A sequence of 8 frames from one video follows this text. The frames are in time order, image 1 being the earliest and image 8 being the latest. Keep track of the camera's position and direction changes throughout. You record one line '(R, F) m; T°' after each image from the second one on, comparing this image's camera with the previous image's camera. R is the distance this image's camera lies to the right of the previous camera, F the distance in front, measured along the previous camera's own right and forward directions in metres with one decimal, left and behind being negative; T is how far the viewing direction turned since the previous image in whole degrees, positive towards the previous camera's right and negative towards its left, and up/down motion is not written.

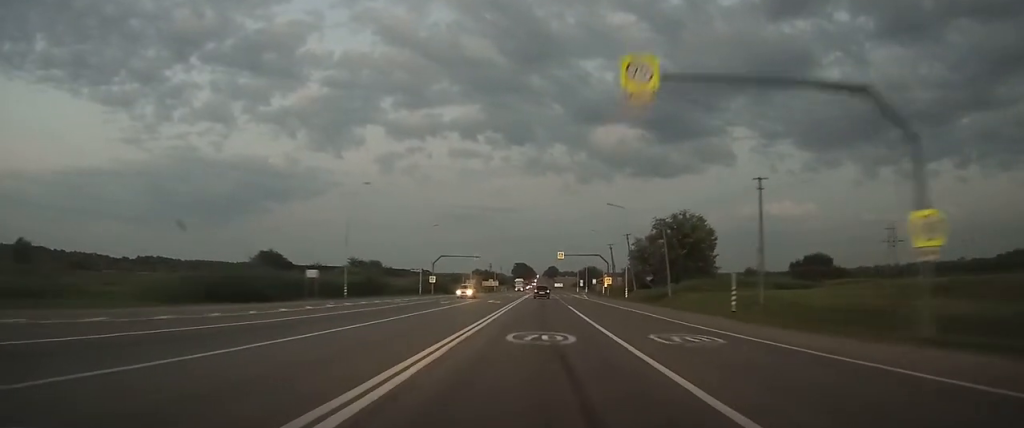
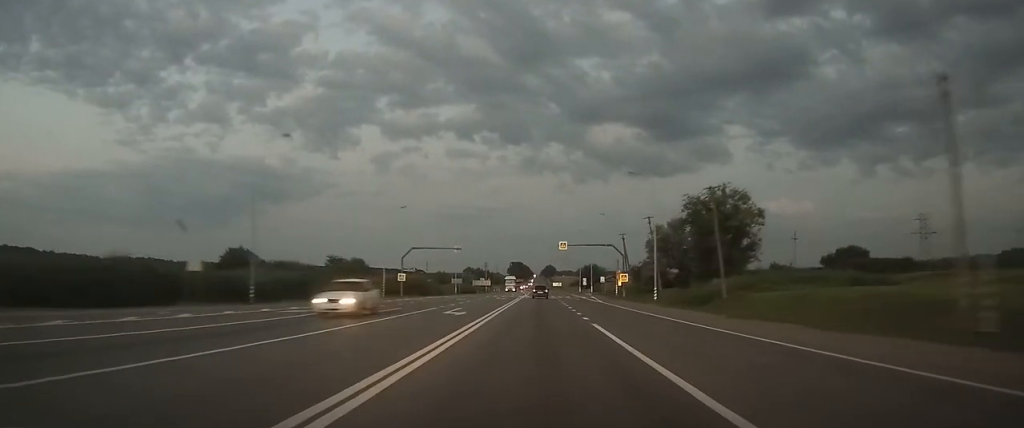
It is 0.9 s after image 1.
(0.0, +19.6) m; 0°
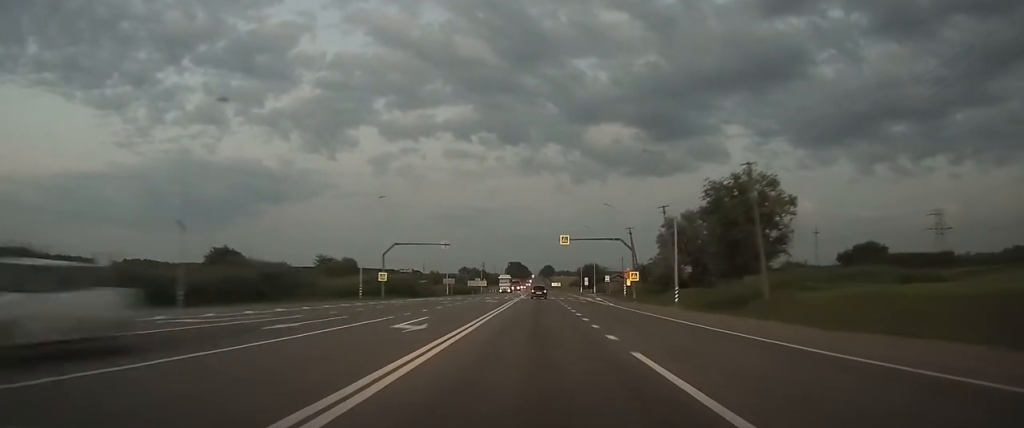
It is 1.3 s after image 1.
(0.0, +8.7) m; 0°
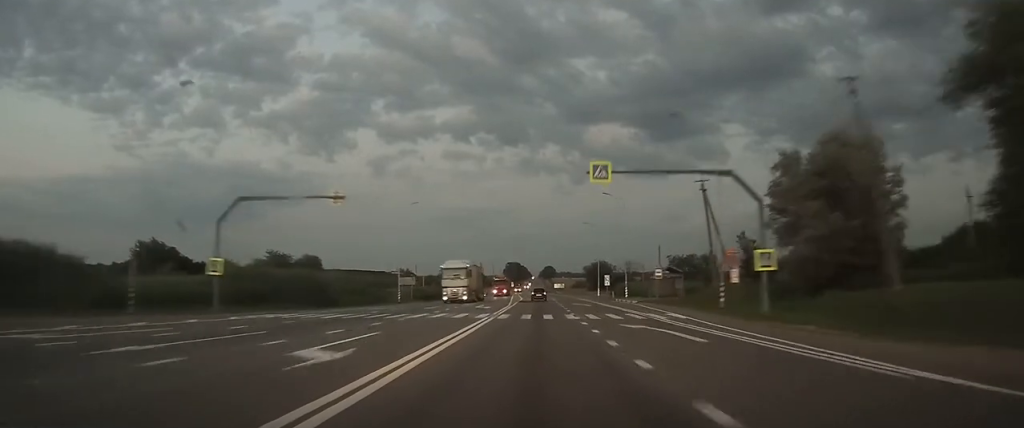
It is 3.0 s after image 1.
(+0.1, +36.8) m; 0°
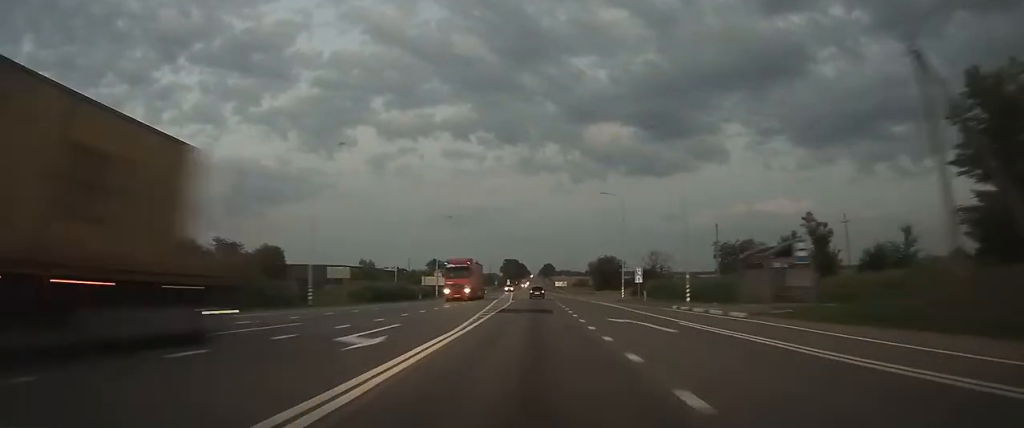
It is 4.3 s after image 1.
(+0.1, +27.2) m; 0°
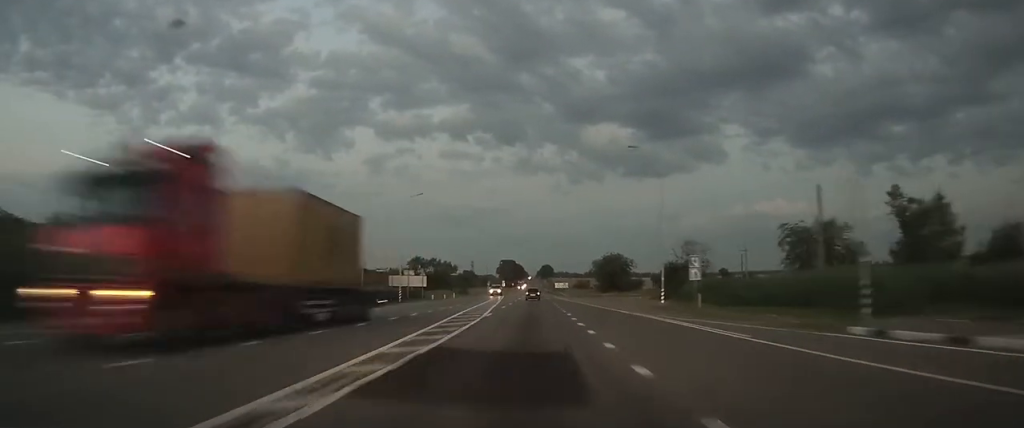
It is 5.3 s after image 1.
(0.0, +21.5) m; 0°
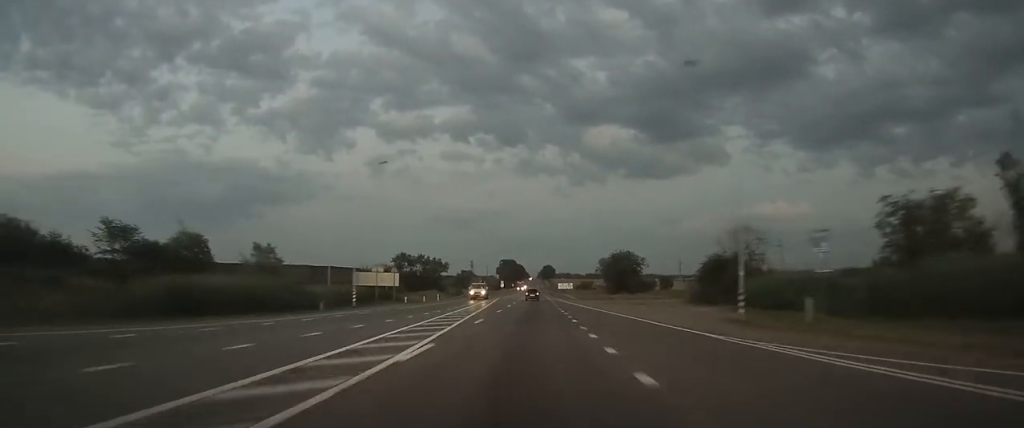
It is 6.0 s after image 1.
(0.0, +16.5) m; 0°
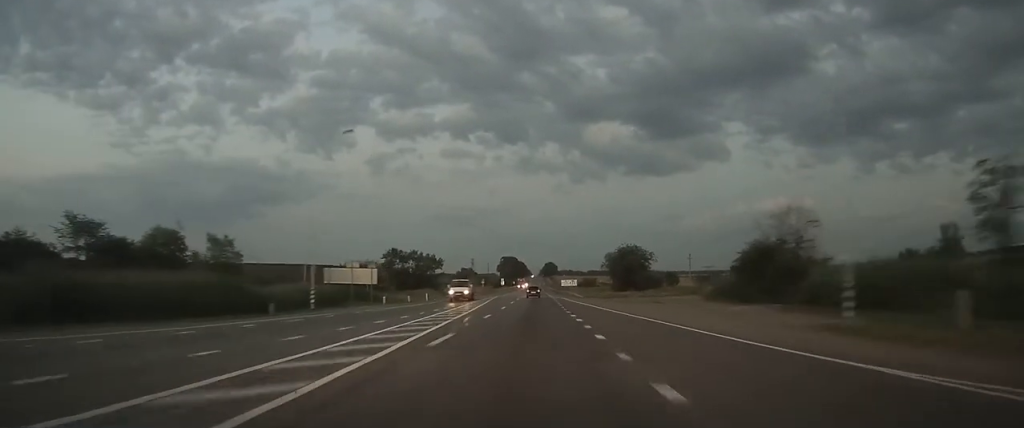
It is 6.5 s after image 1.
(-0.1, +9.4) m; 0°
